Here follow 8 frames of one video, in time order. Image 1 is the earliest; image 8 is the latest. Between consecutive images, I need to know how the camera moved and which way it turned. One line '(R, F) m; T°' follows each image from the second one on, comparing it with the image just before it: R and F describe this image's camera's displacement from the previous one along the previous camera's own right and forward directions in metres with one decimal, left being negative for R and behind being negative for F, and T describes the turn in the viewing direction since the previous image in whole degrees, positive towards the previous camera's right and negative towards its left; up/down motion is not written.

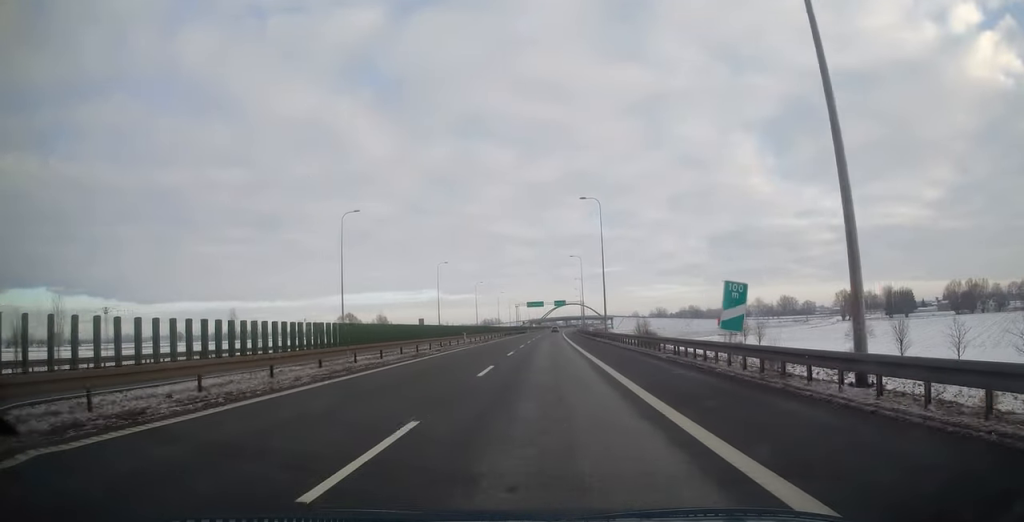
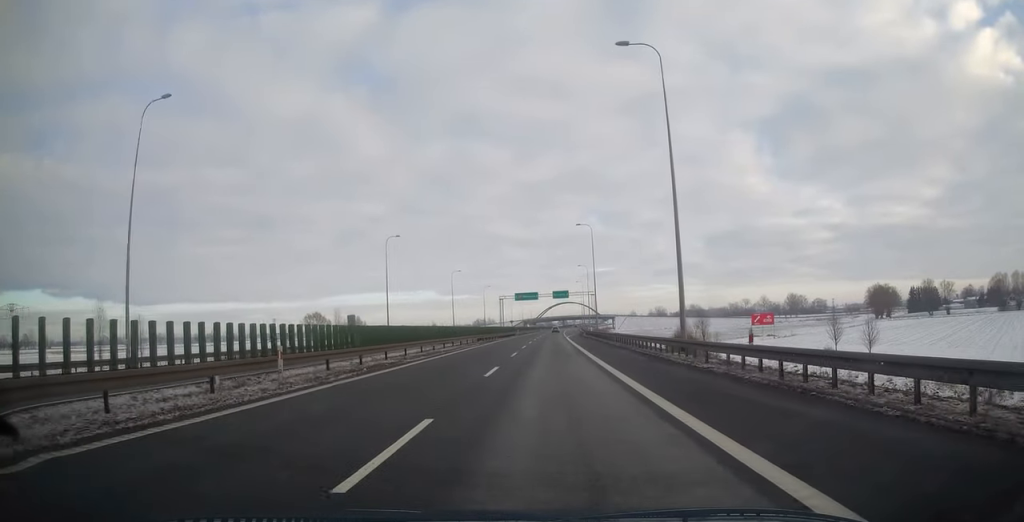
(+0.2, +35.2) m; 0°
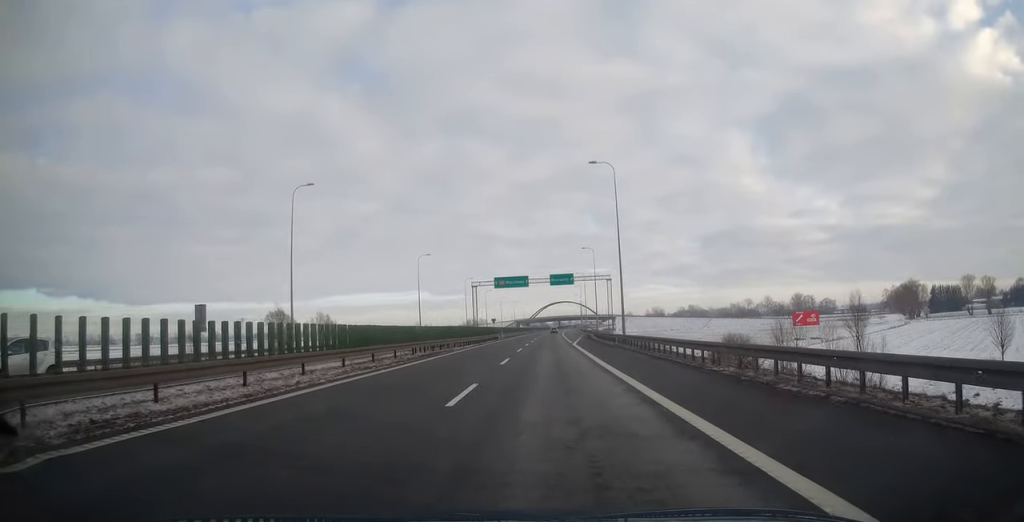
(+0.1, +29.9) m; +1°
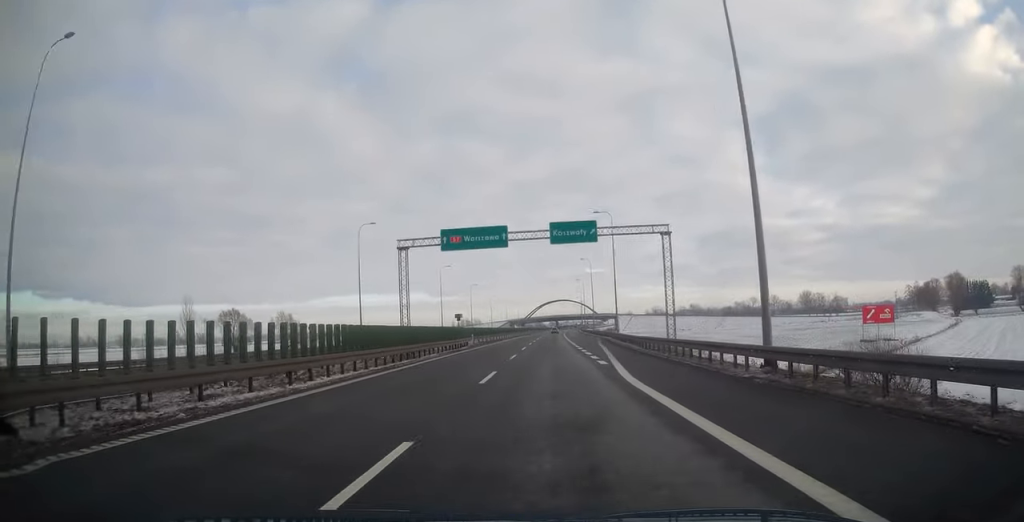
(+0.3, +30.8) m; +1°
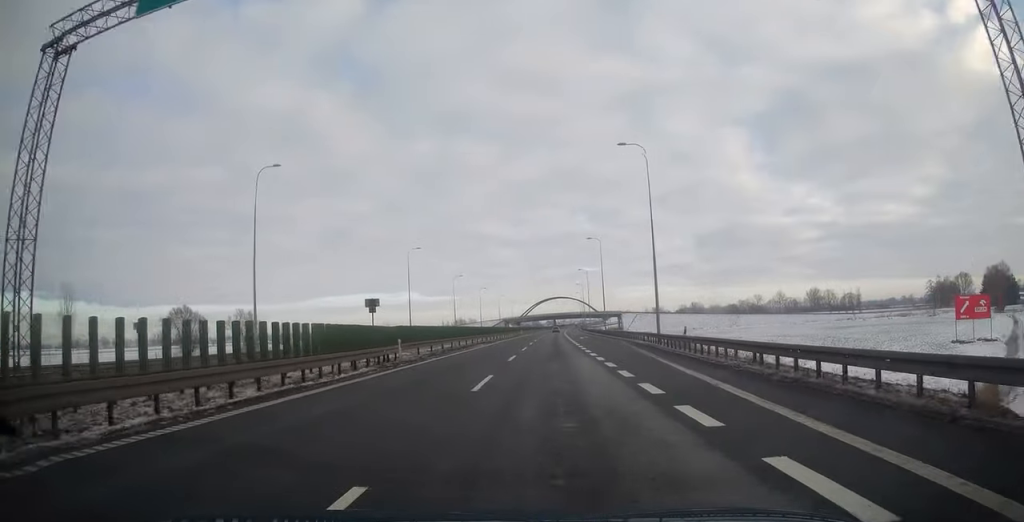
(+0.1, +25.5) m; 0°
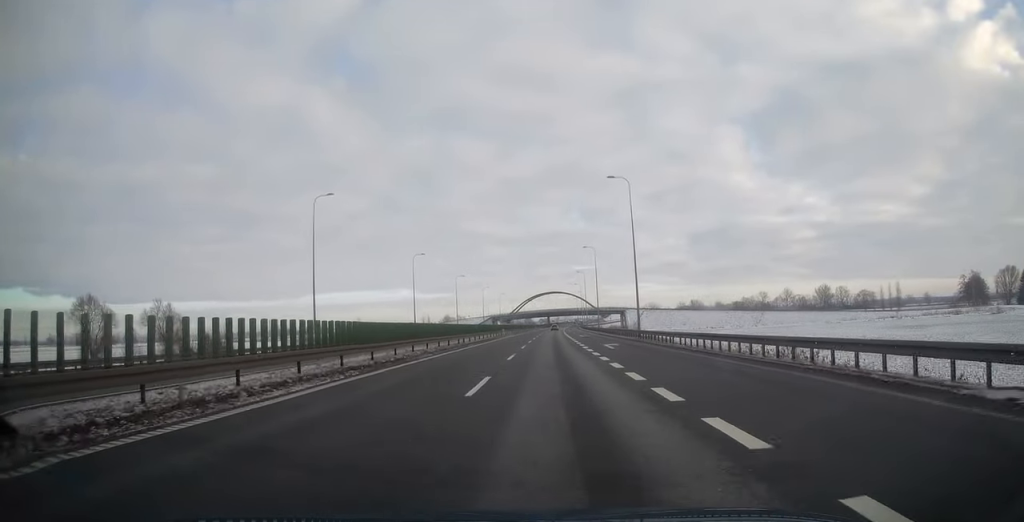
(+0.1, +36.1) m; 0°
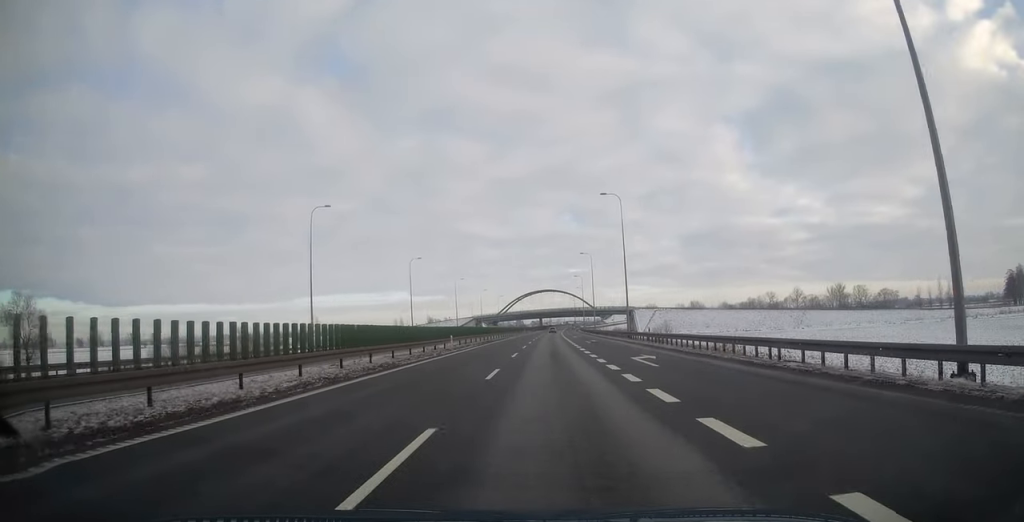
(+0.1, +42.0) m; +1°
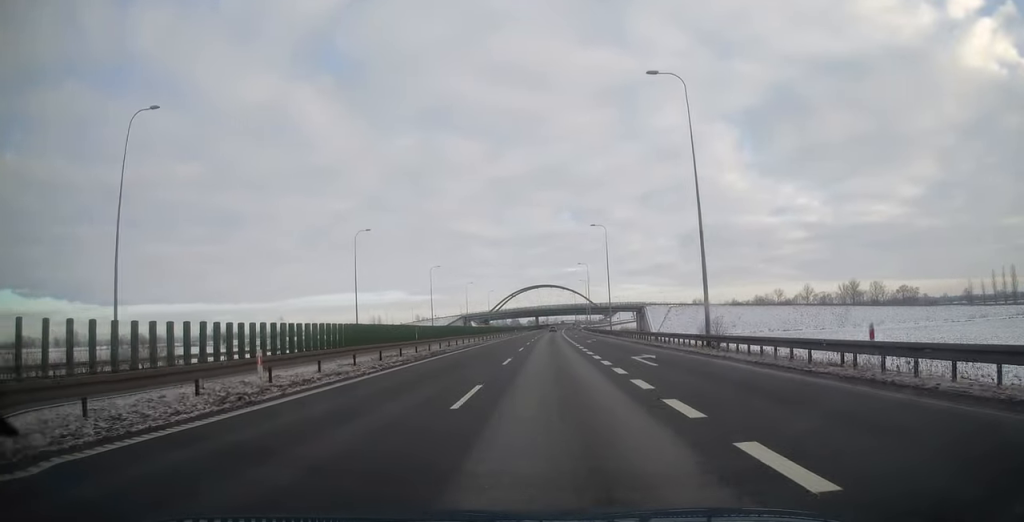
(+0.2, +27.8) m; 0°
